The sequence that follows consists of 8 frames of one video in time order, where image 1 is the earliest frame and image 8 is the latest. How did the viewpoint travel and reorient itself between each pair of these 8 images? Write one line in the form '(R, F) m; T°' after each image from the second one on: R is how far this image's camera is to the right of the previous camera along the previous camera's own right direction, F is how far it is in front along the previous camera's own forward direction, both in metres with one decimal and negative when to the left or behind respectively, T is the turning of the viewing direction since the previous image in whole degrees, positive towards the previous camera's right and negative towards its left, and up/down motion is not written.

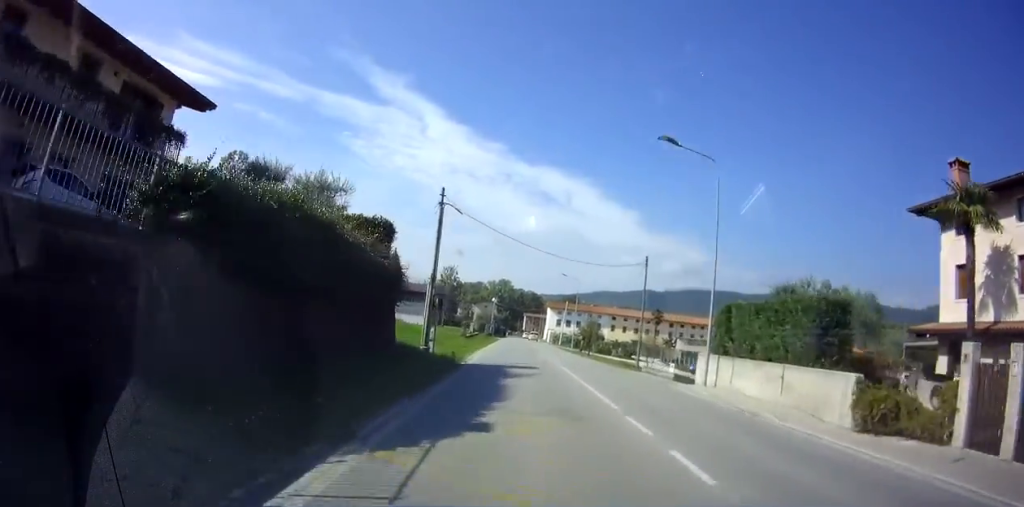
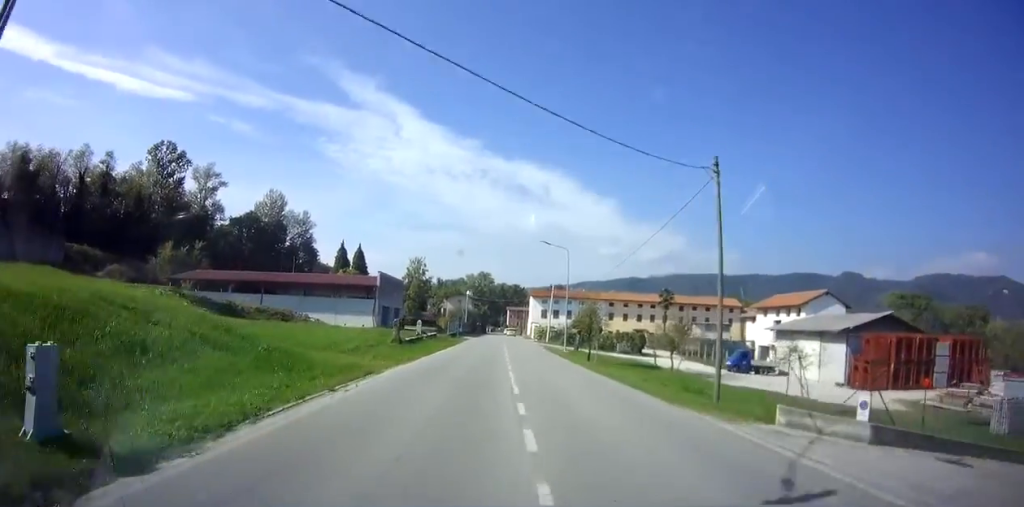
(0.0, +17.7) m; 0°
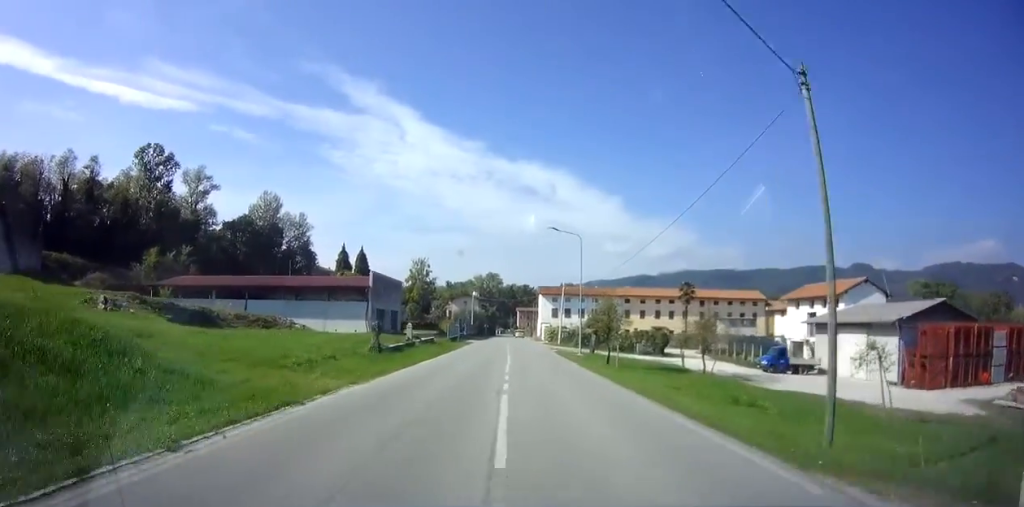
(0.0, +5.9) m; 0°
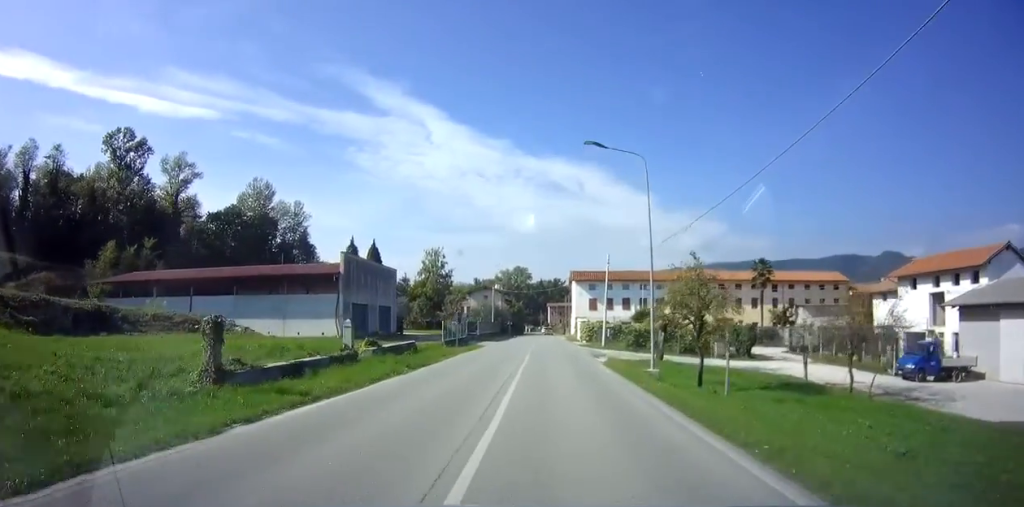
(0.0, +16.0) m; 0°
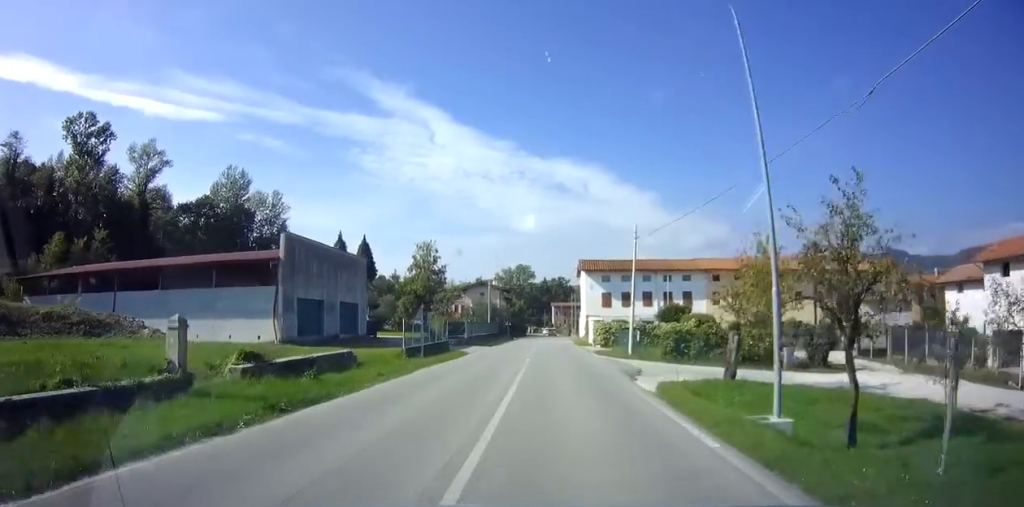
(0.0, +10.3) m; 0°
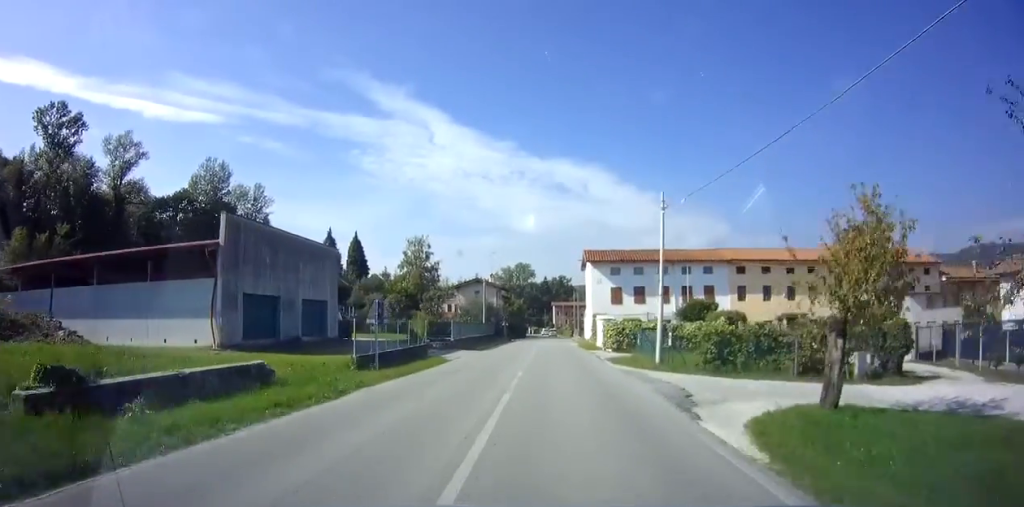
(0.0, +6.3) m; 0°
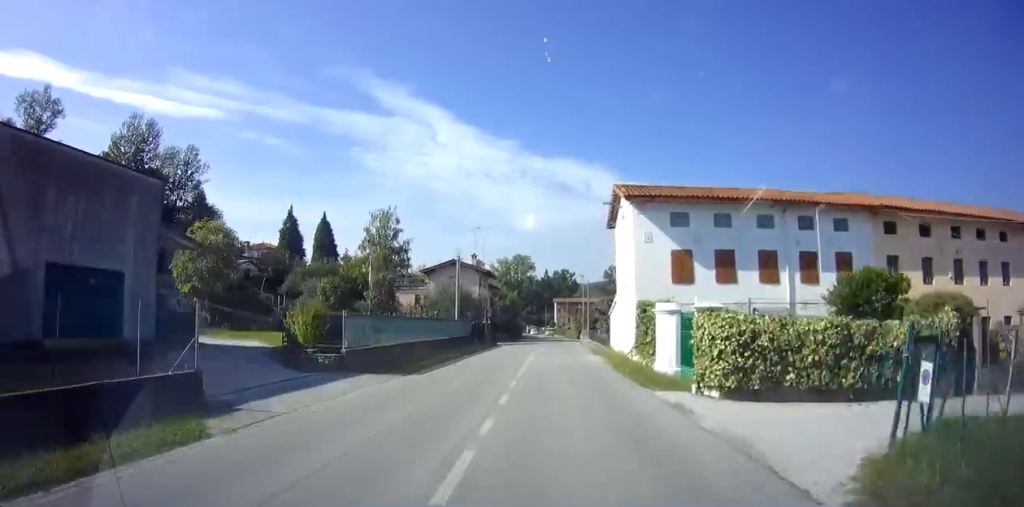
(0.0, +19.8) m; 0°
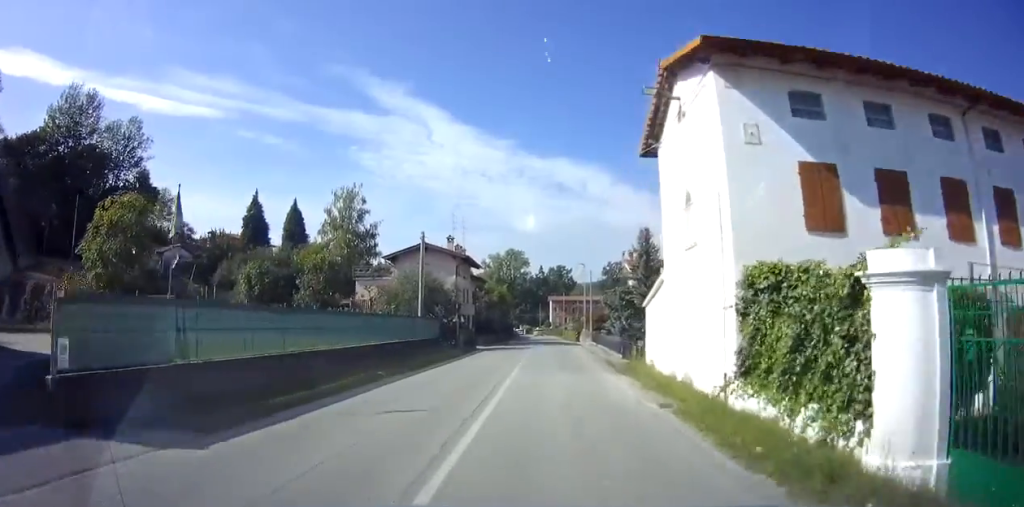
(0.0, +12.1) m; 0°
